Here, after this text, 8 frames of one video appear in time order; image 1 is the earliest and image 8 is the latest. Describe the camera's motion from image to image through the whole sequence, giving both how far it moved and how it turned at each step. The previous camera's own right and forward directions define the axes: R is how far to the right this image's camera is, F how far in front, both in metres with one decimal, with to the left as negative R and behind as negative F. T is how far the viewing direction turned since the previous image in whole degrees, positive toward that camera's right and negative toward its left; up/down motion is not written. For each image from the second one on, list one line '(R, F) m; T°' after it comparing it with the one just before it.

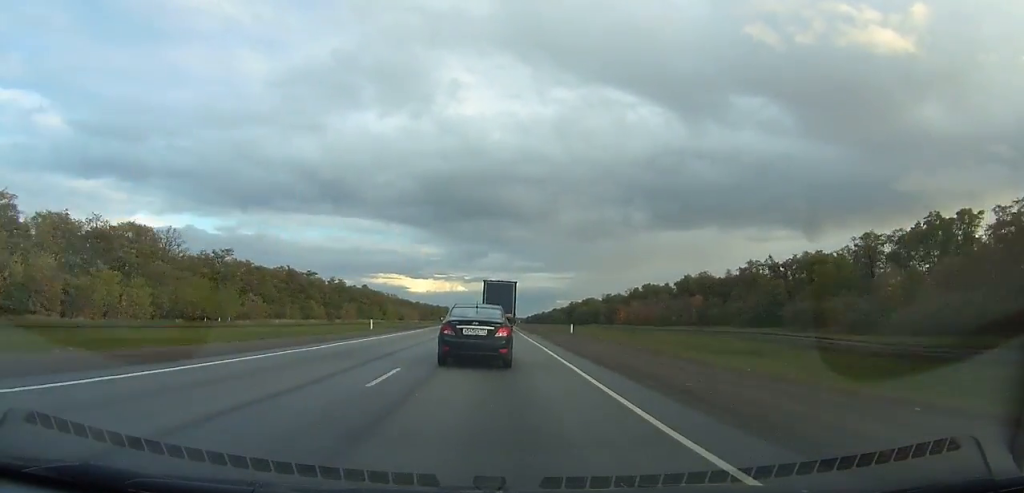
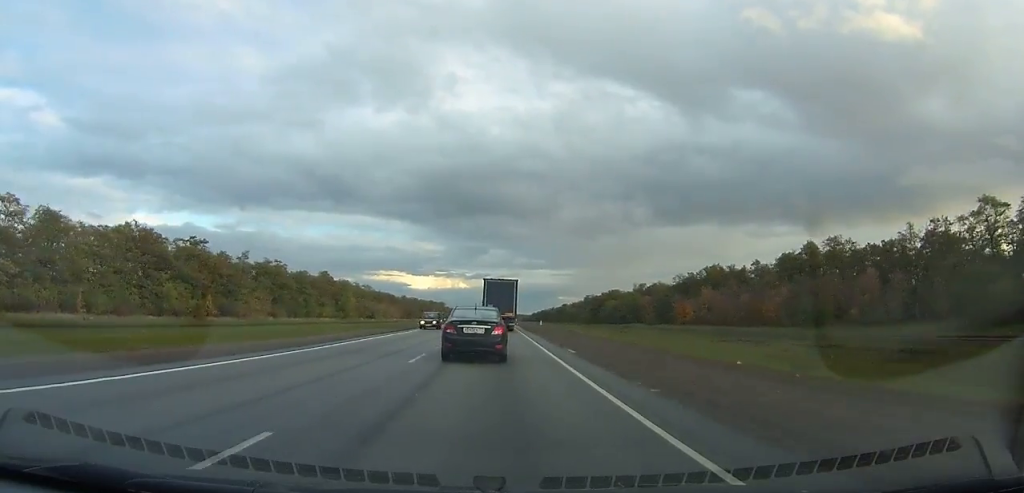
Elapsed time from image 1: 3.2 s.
(+0.1, +67.7) m; 0°
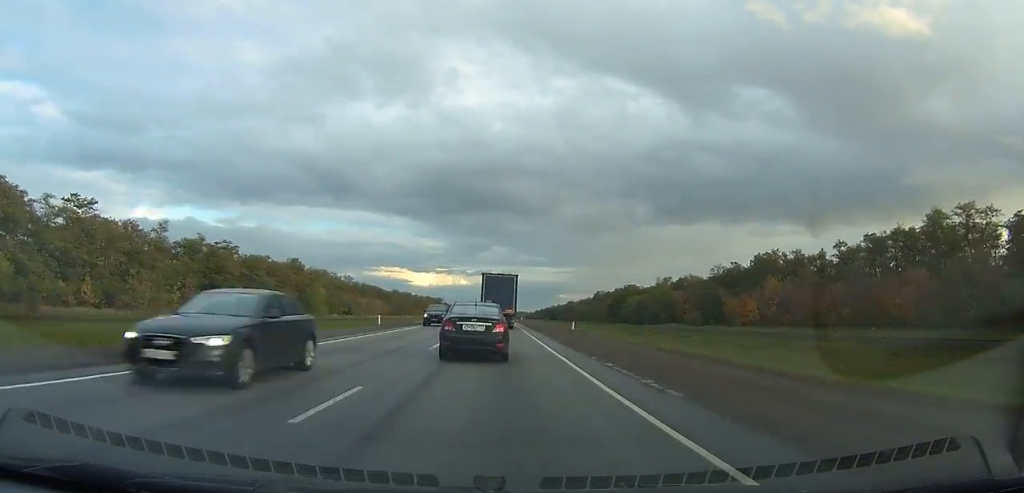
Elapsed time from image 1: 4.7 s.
(0.0, +31.8) m; 0°
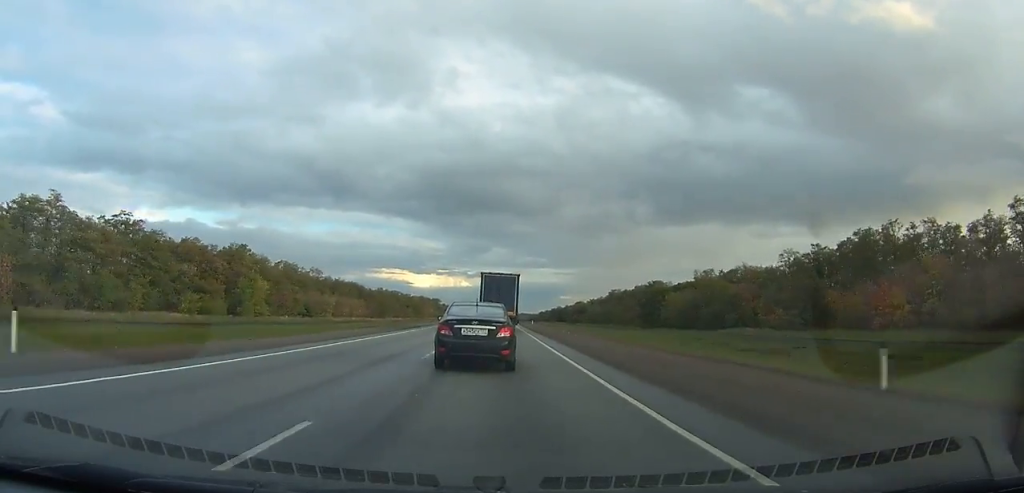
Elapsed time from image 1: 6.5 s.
(0.0, +37.9) m; 0°
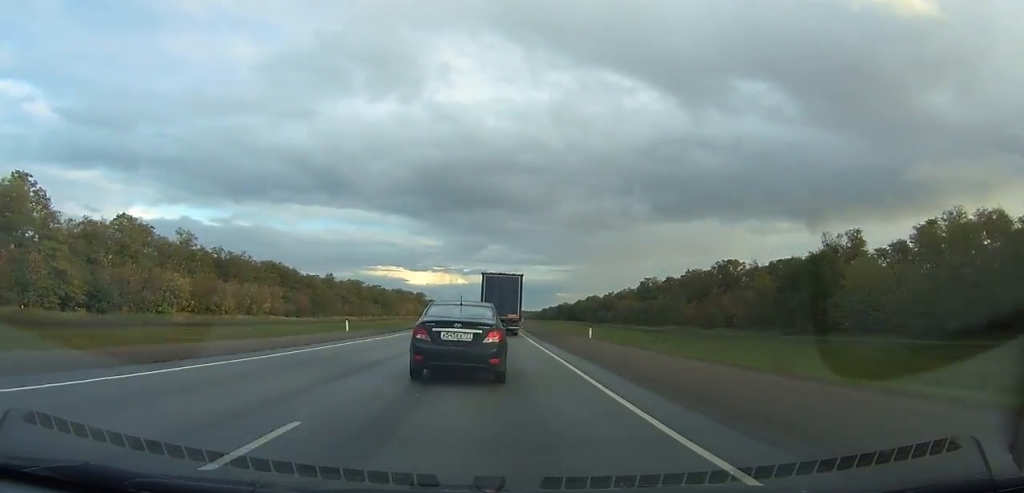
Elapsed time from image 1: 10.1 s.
(+0.1, +75.5) m; 0°
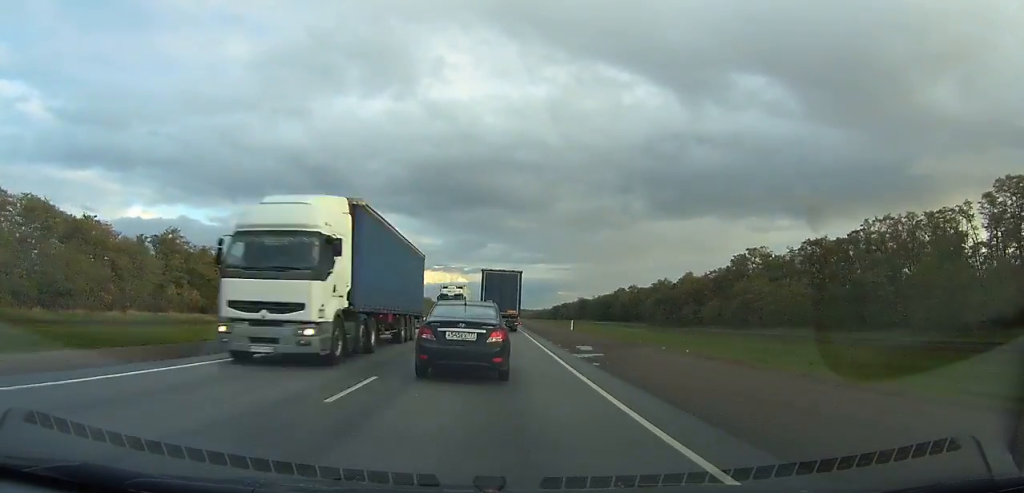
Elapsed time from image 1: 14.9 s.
(0.0, +94.0) m; 0°
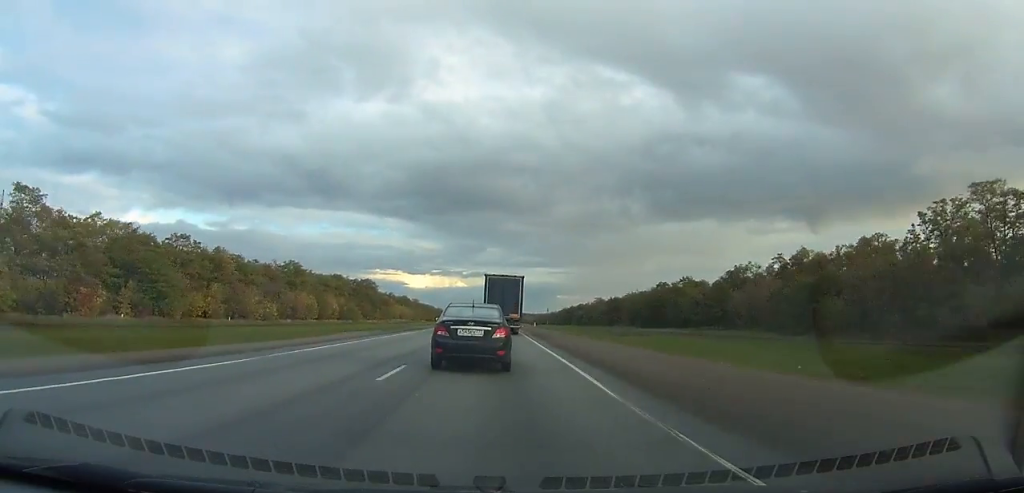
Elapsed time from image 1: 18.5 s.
(-0.3, +71.2) m; 0°
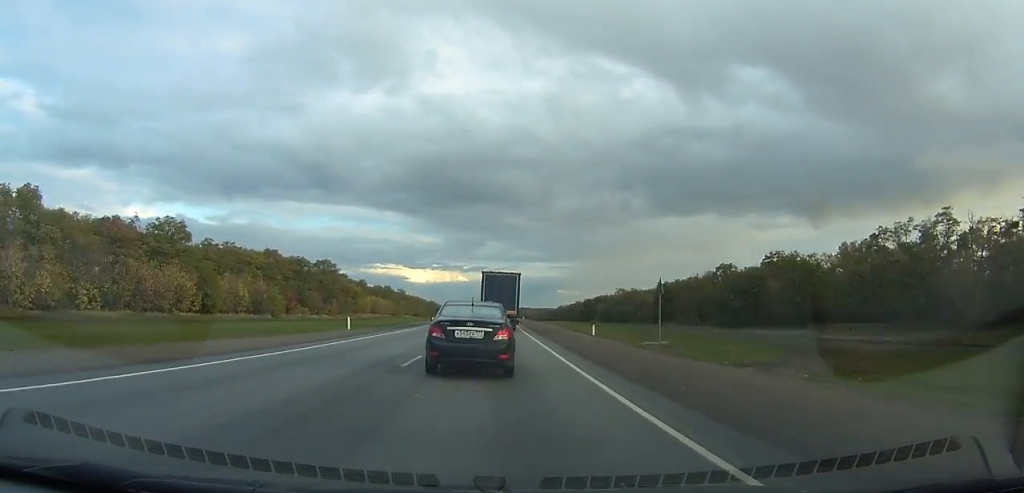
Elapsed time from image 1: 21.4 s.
(+0.2, +57.9) m; 0°
